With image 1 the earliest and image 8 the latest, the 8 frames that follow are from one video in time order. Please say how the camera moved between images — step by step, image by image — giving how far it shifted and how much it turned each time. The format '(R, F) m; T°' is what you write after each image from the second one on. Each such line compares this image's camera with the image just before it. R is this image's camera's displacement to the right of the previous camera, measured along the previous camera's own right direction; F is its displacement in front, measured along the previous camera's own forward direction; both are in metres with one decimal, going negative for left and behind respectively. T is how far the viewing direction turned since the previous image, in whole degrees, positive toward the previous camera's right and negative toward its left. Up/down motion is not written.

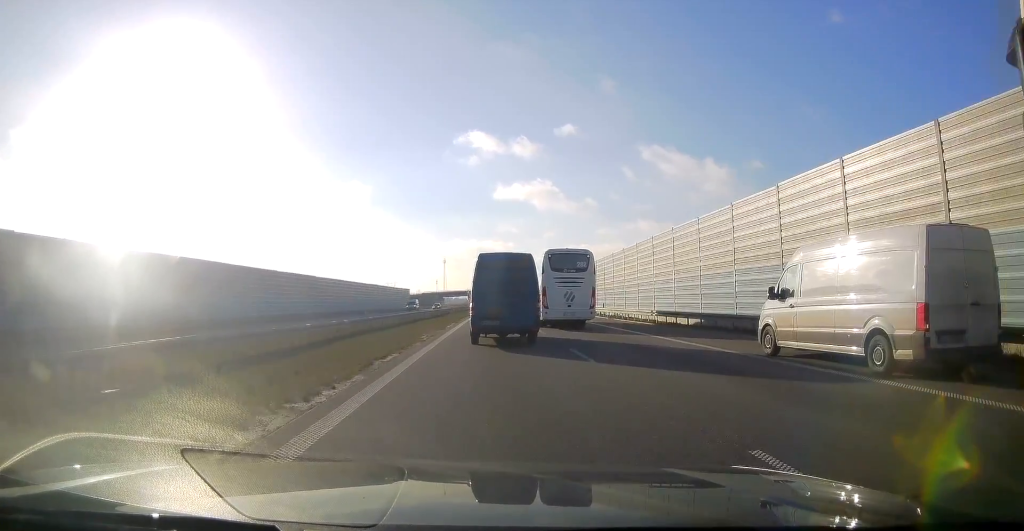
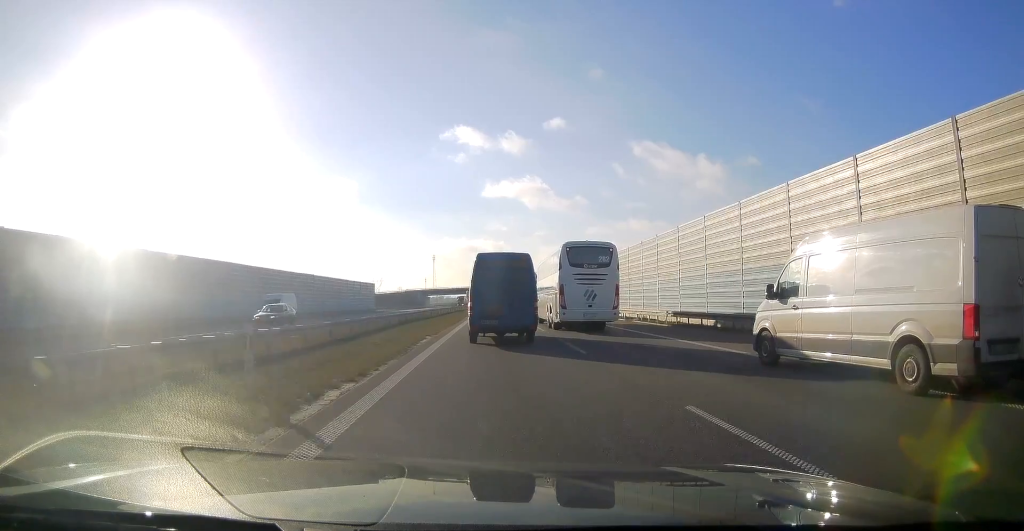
(+0.1, +45.9) m; +1°
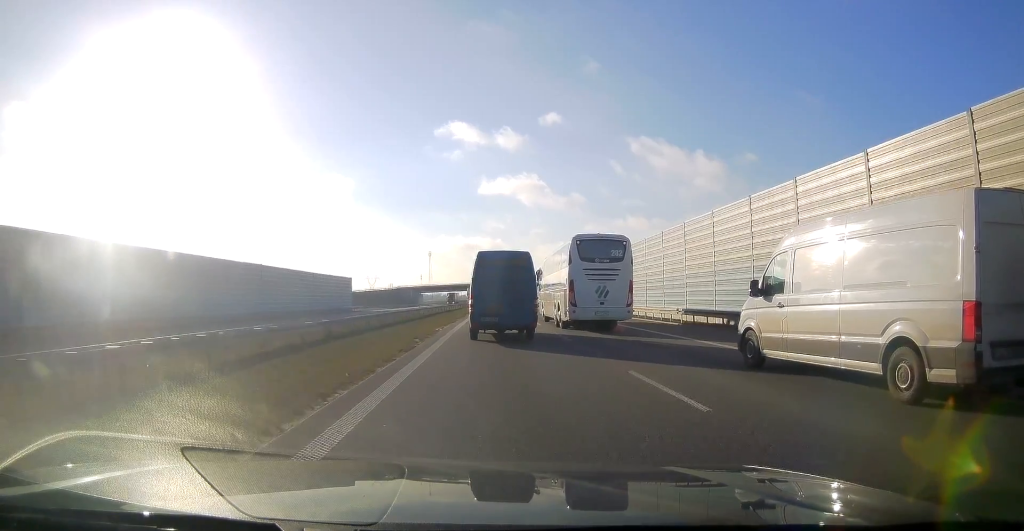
(+0.1, +20.5) m; 0°
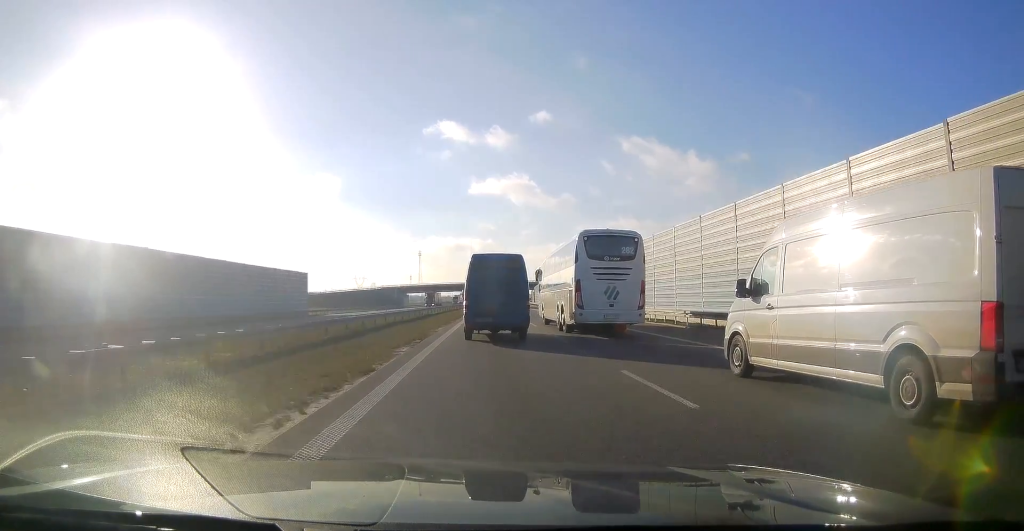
(+0.1, +23.7) m; 0°
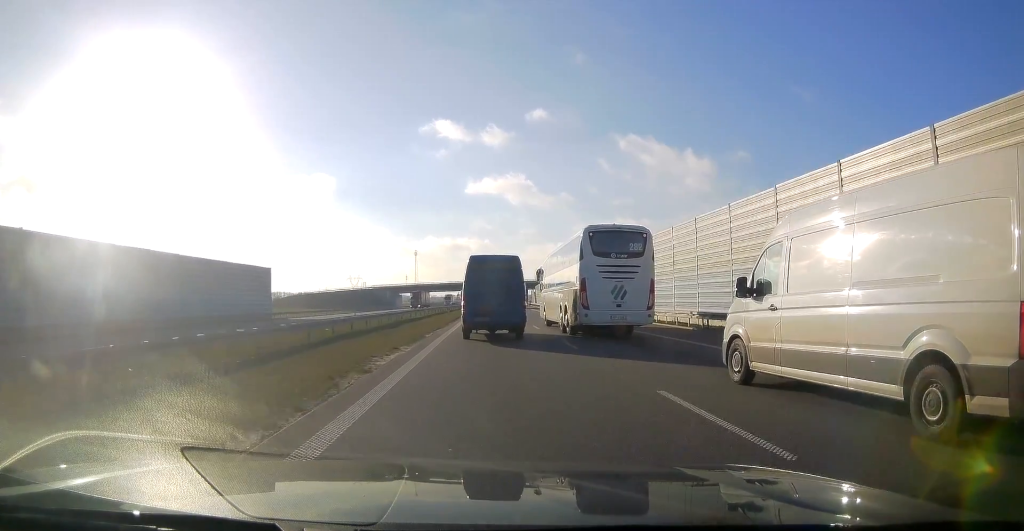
(-0.2, +14.0) m; 0°
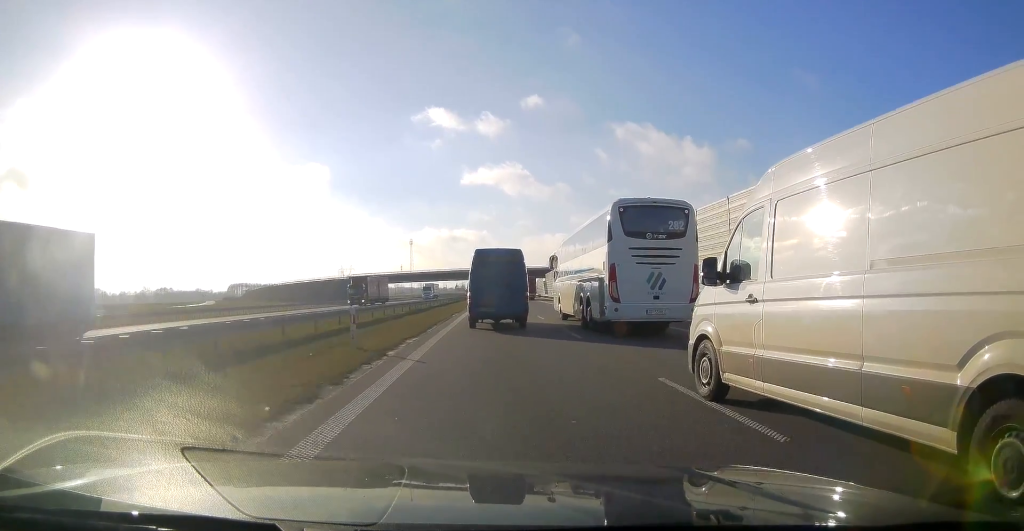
(+0.4, +35.3) m; +1°
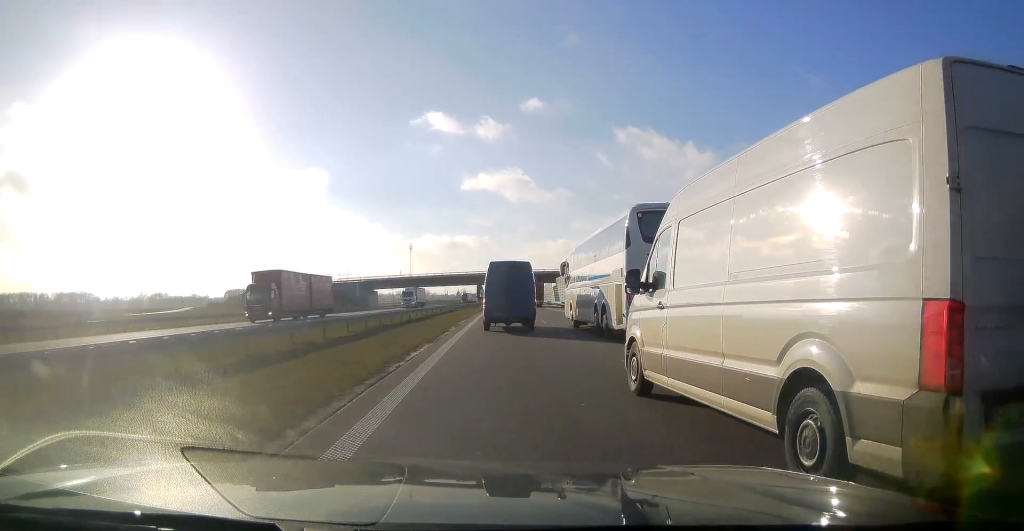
(0.0, +21.3) m; 0°
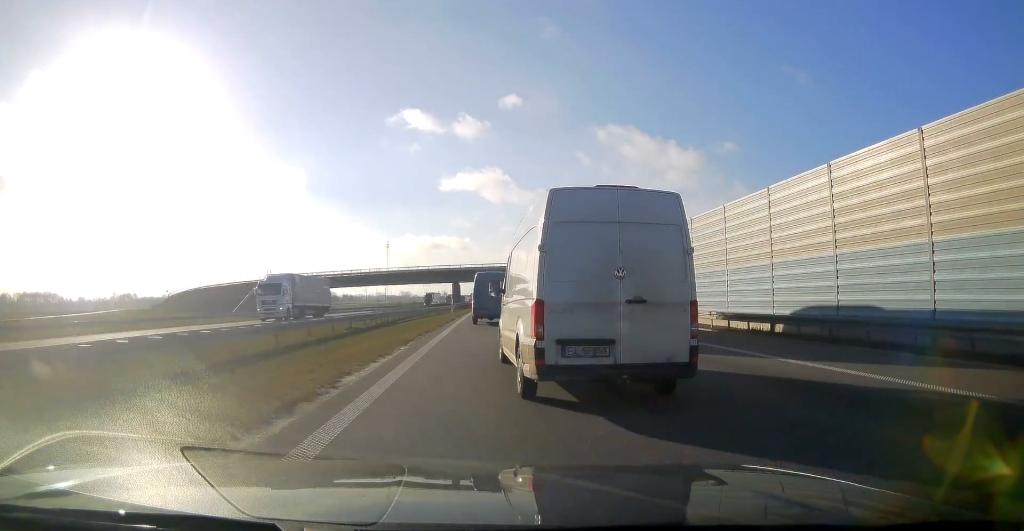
(+0.3, +36.4) m; +1°
